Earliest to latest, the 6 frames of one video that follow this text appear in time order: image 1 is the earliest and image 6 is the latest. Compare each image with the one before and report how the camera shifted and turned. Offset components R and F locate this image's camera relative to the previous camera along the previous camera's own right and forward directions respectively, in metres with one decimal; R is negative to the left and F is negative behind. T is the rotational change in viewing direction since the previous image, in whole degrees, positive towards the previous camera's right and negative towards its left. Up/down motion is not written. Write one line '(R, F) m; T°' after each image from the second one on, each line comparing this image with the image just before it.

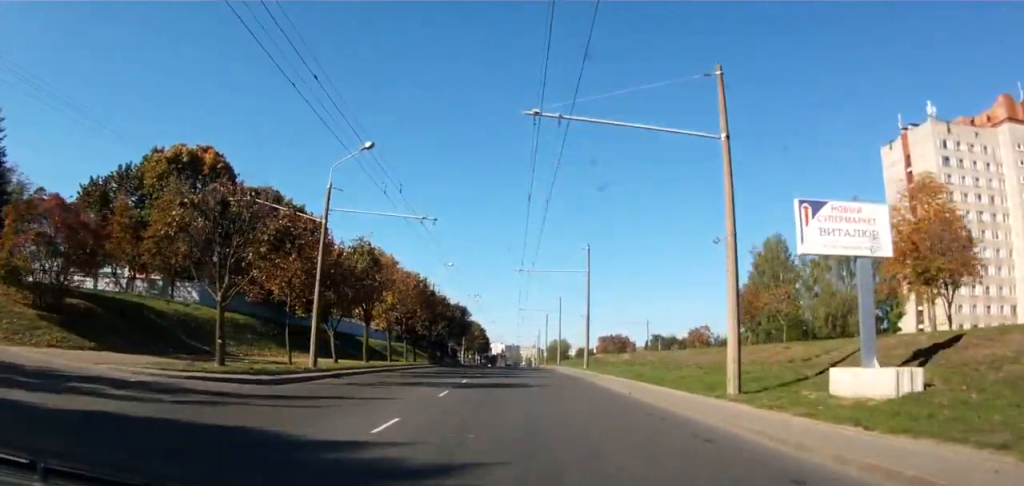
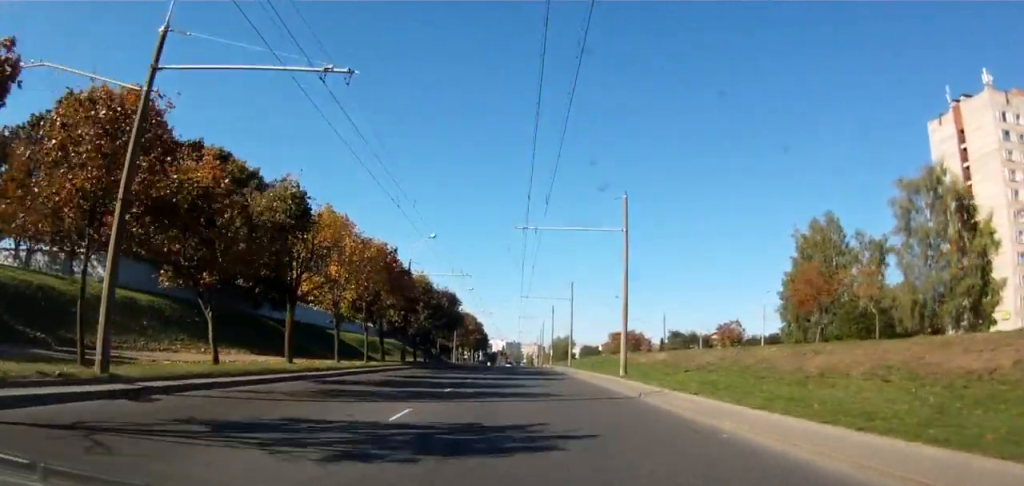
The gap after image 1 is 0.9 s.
(0.0, +13.9) m; 0°
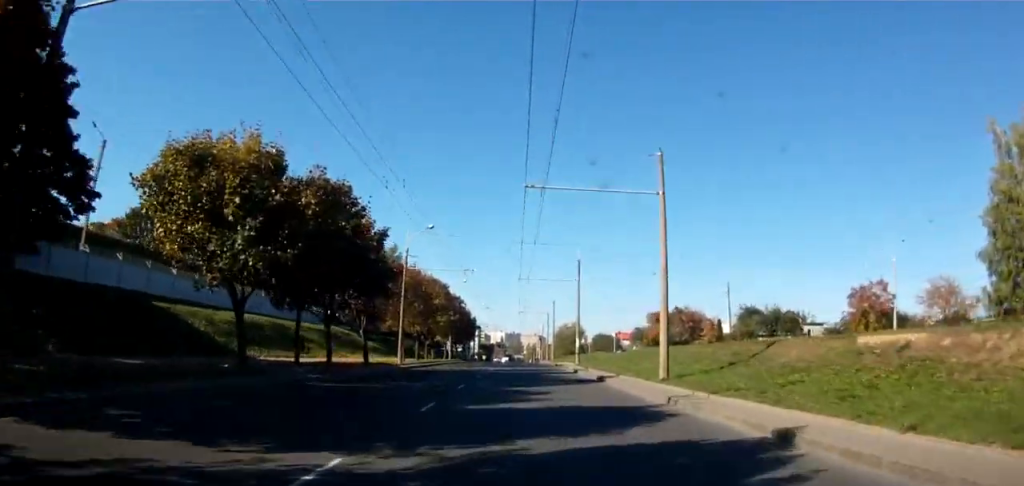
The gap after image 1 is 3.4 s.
(+0.1, +37.9) m; 0°
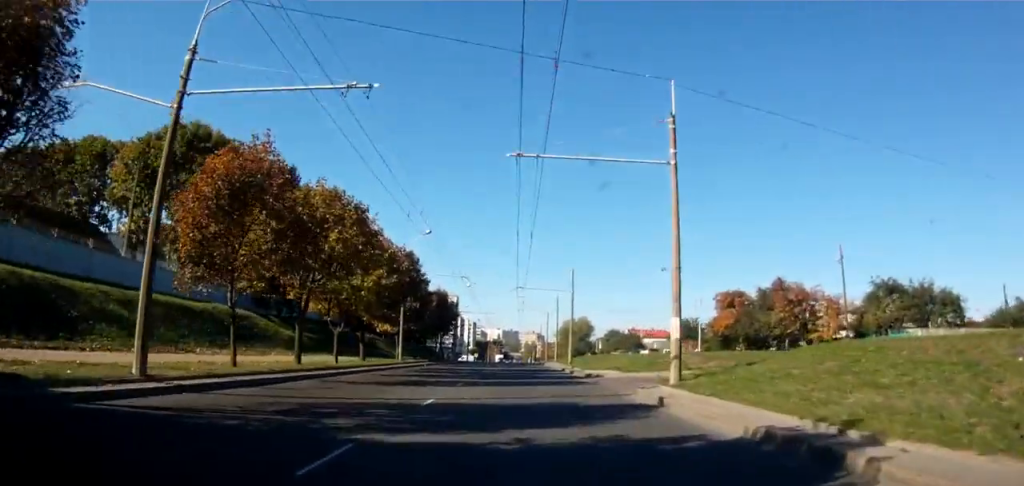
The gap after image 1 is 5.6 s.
(+0.4, +31.0) m; +3°
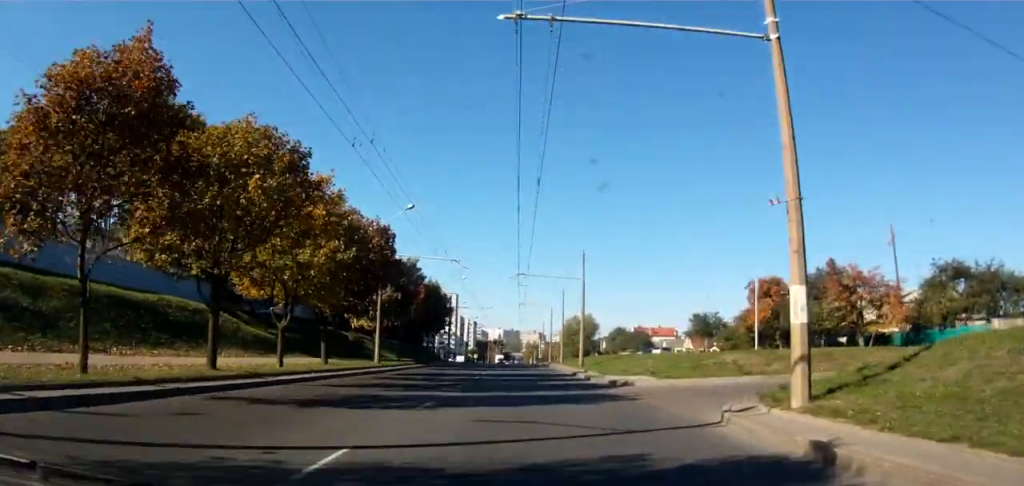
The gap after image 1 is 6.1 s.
(+0.3, +8.0) m; 0°
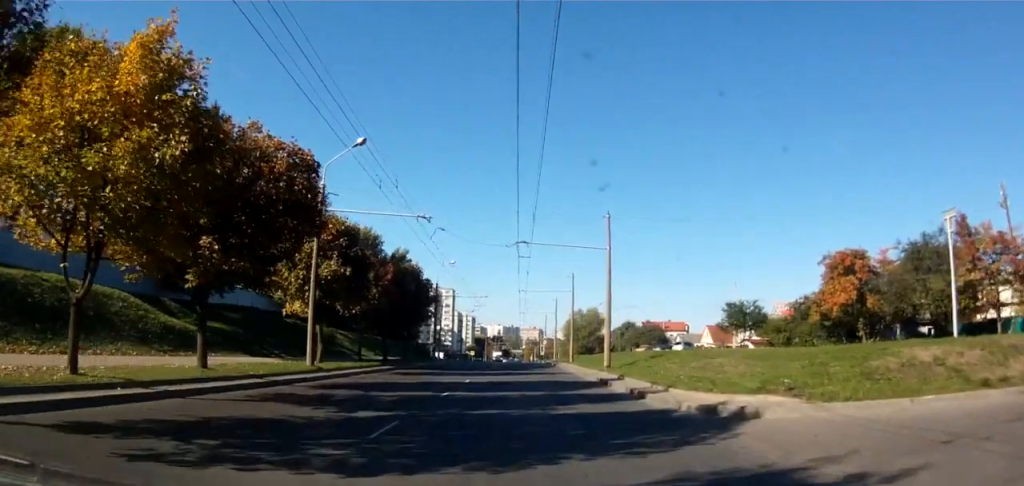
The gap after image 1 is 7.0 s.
(-0.3, +12.8) m; 0°
